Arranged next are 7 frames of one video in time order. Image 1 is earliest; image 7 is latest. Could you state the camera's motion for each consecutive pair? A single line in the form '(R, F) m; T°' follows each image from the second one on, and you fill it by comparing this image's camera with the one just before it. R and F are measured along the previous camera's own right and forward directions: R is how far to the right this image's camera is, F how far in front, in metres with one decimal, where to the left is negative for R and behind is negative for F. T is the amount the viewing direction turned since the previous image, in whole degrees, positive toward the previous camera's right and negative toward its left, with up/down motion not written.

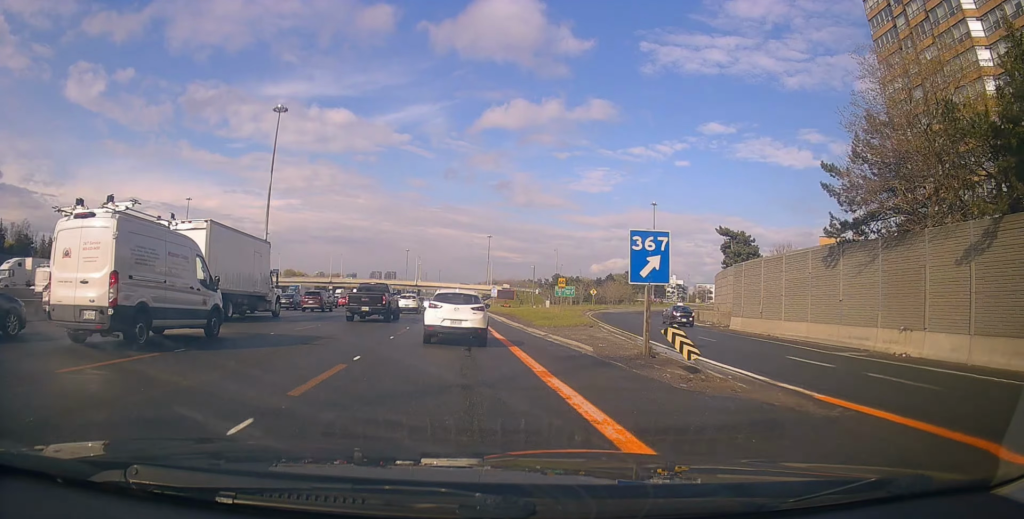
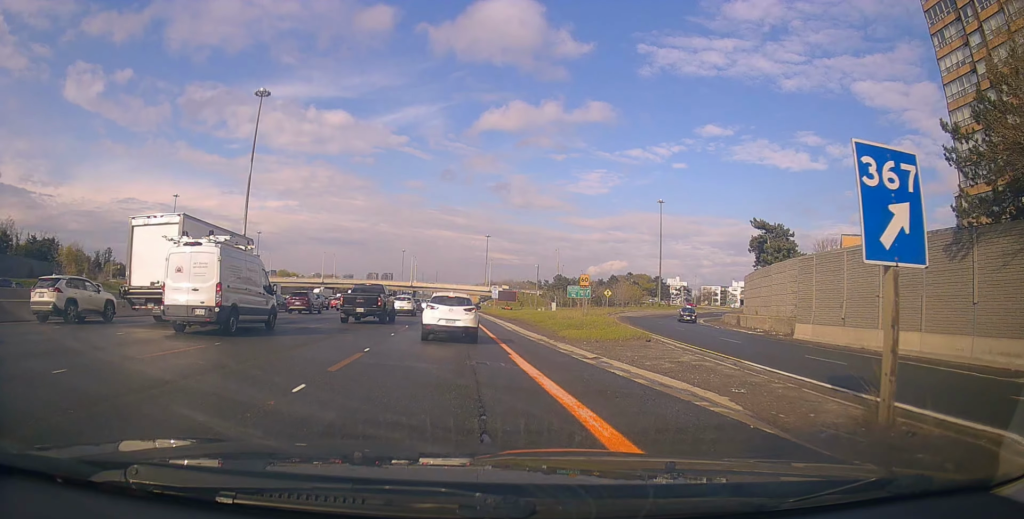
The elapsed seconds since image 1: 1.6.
(-0.2, +9.4) m; +1°
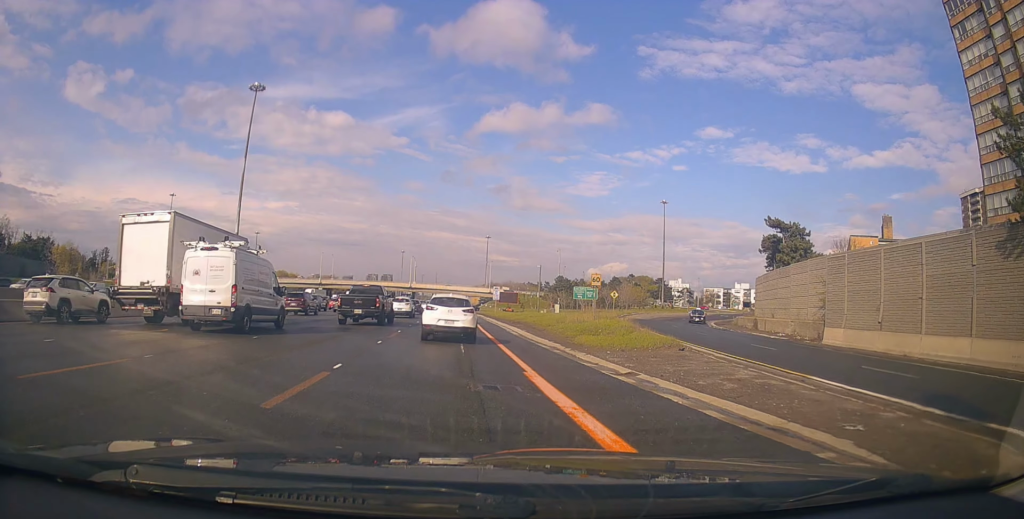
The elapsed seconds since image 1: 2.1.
(+0.4, +3.3) m; +1°
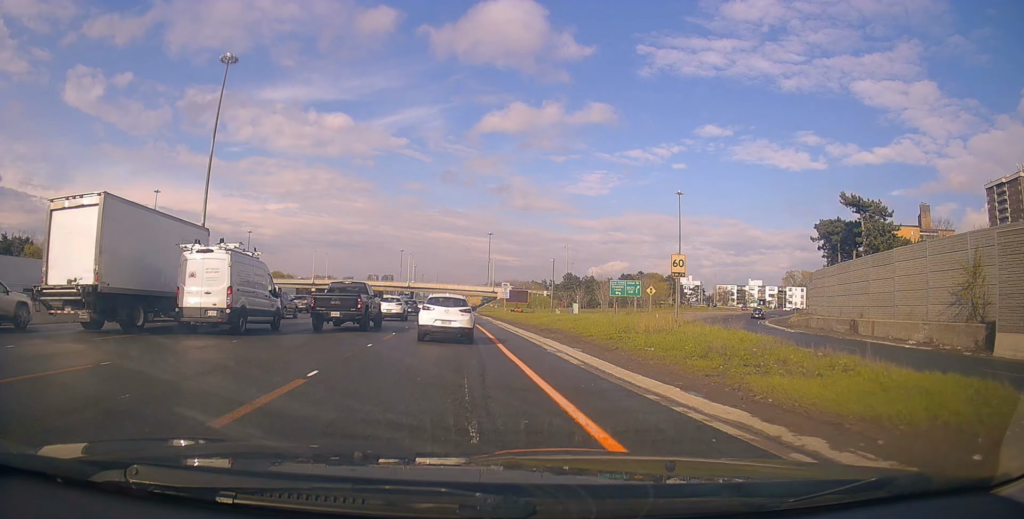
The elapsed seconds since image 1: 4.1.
(0.0, +13.0) m; -2°
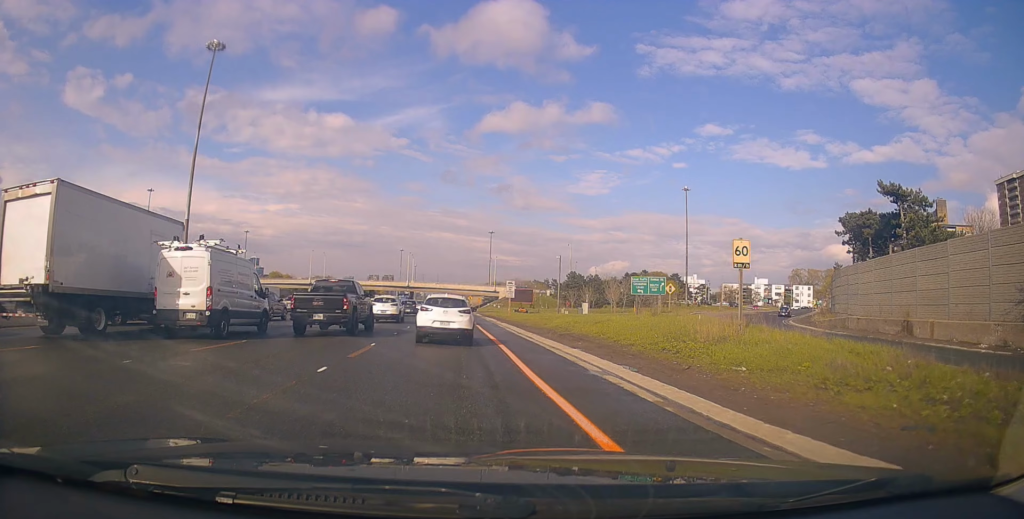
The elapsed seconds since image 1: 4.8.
(0.0, +5.2) m; -1°
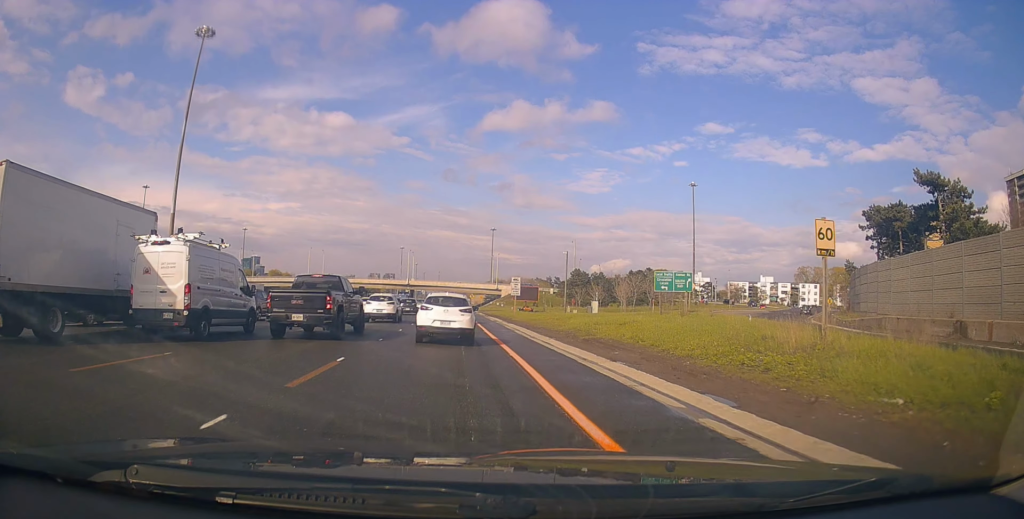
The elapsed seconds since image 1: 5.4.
(-0.4, +4.7) m; 0°
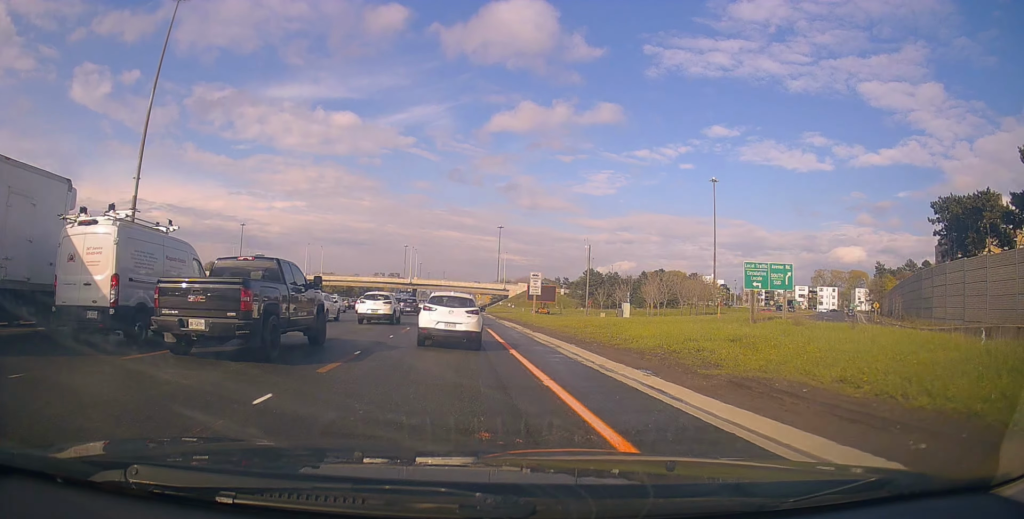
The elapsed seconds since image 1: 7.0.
(+0.6, +10.8) m; +3°
